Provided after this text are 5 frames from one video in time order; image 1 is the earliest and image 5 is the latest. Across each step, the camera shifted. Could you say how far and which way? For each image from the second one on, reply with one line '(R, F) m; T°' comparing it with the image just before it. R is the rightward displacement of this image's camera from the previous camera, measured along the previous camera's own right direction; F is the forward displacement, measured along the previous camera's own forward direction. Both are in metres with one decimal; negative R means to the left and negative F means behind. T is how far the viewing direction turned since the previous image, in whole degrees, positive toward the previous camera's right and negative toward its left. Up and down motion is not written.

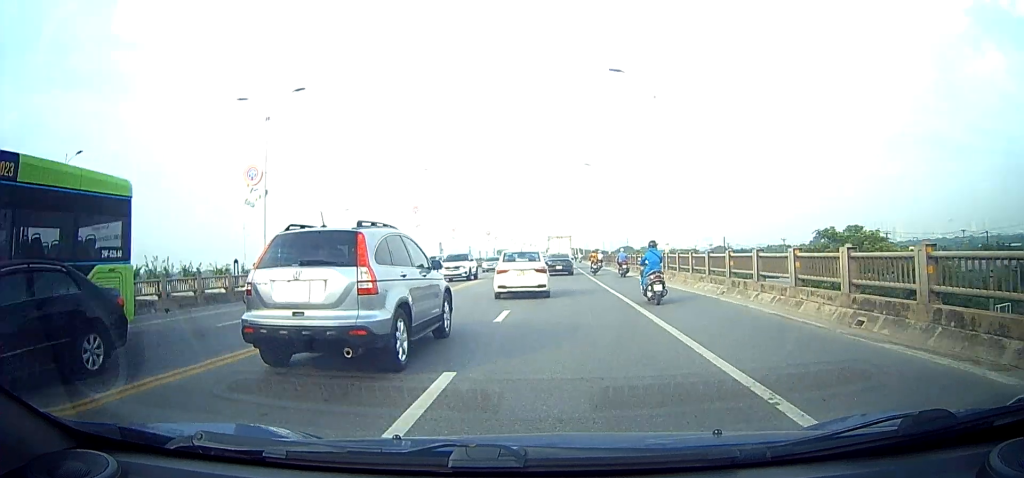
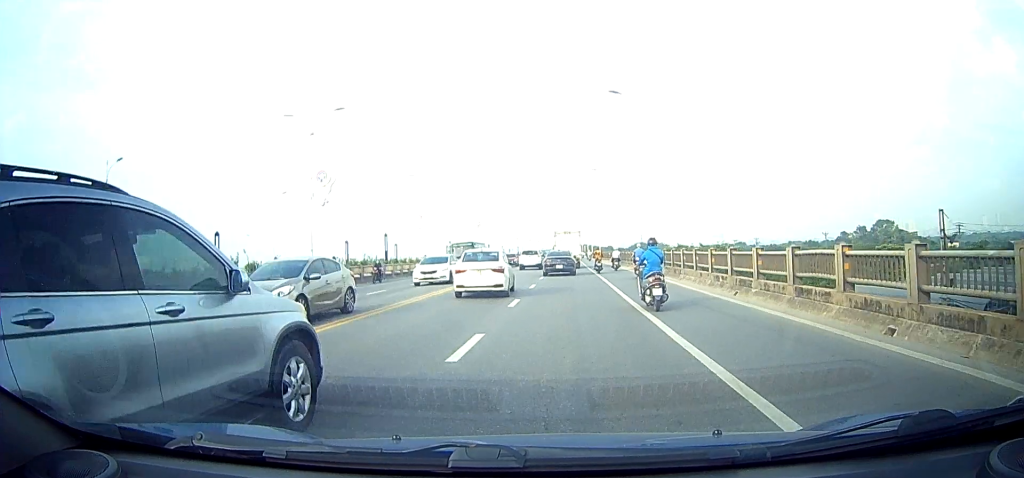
(-0.4, +25.2) m; -2°
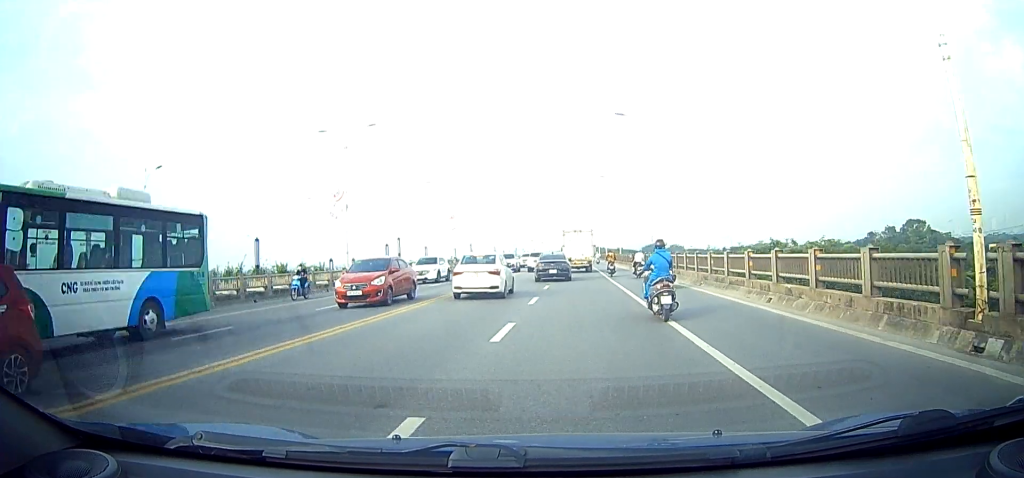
(0.0, +29.1) m; 0°
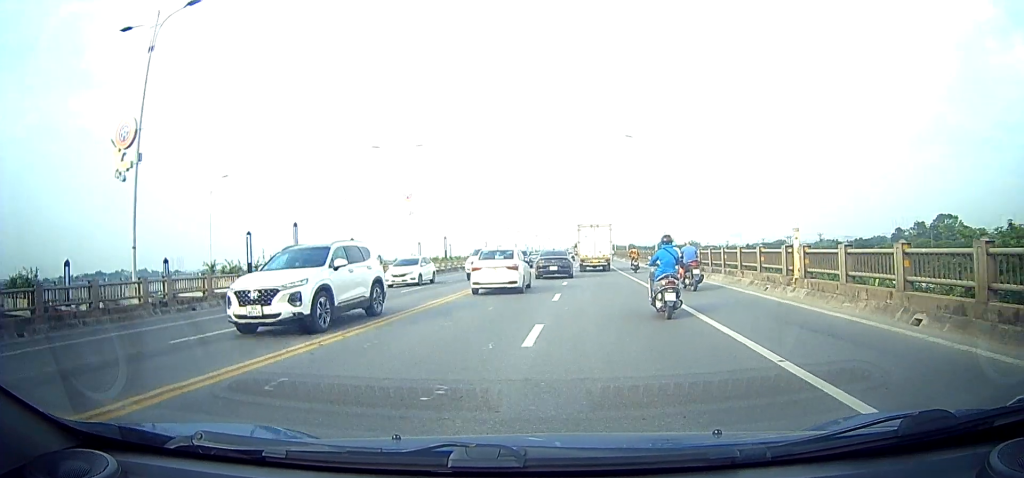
(0.0, +25.4) m; 0°
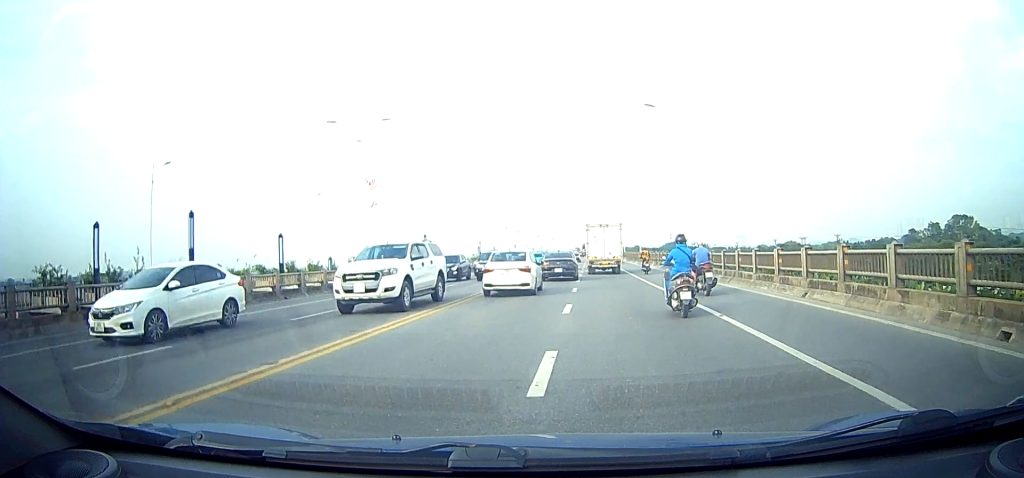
(0.0, +12.6) m; 0°
